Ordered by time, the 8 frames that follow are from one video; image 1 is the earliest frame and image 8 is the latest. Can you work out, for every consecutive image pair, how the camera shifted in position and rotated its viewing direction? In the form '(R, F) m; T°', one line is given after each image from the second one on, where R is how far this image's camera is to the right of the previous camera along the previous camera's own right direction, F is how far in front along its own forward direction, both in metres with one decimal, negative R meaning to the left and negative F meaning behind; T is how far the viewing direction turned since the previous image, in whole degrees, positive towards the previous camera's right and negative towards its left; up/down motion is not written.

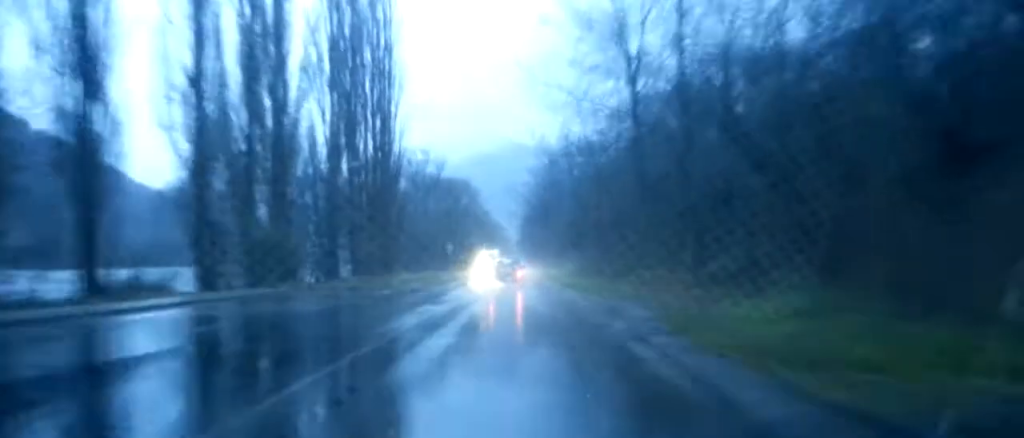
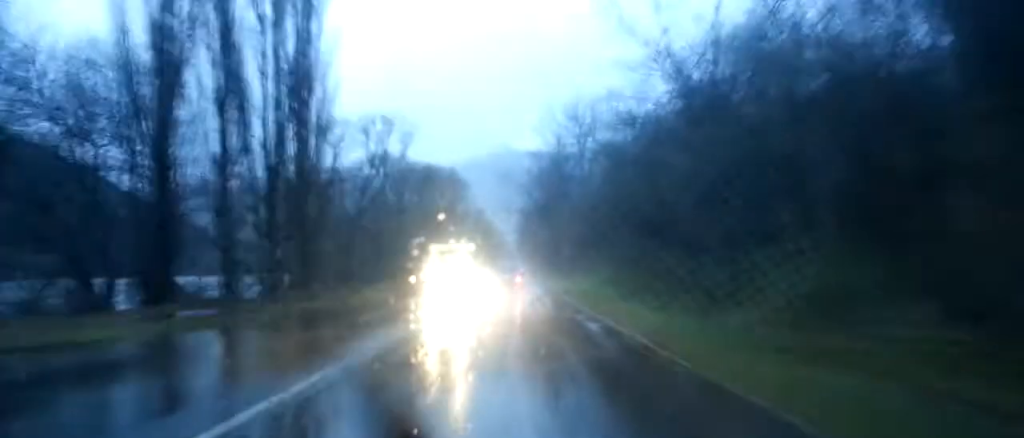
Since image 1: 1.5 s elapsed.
(-0.8, +27.7) m; -2°
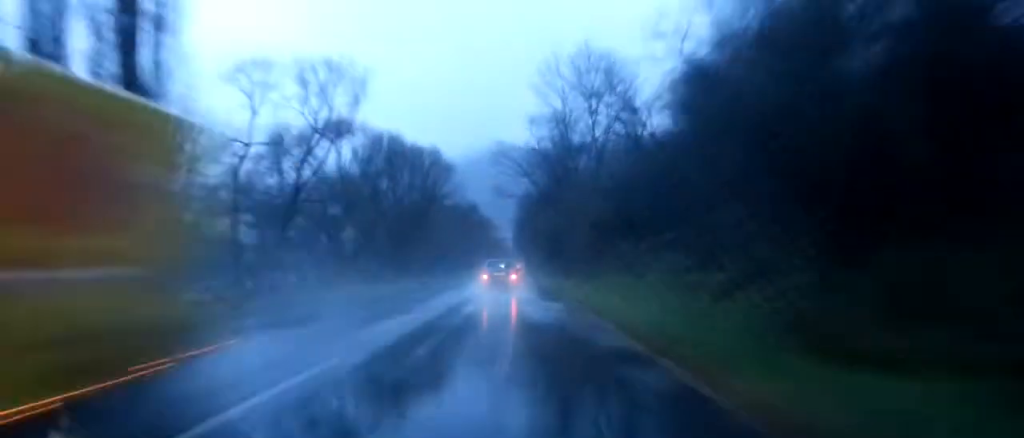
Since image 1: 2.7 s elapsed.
(0.0, +20.5) m; 0°
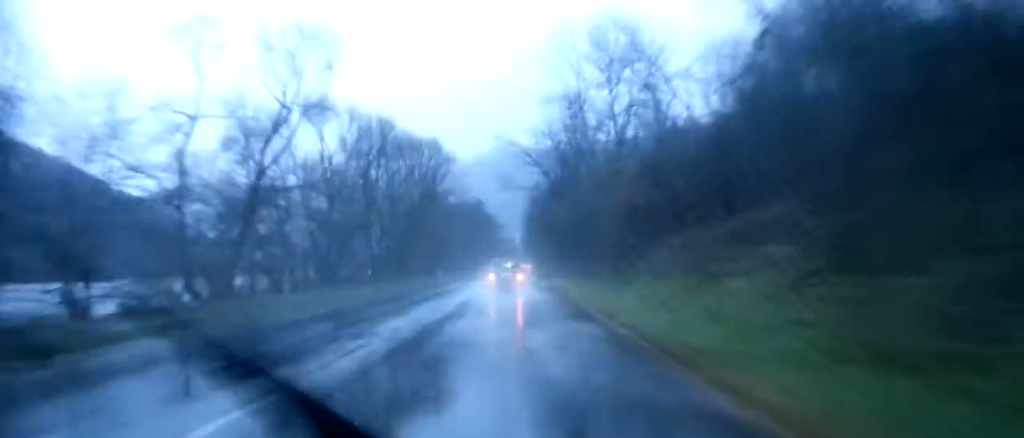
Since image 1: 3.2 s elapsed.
(0.0, +9.5) m; 0°
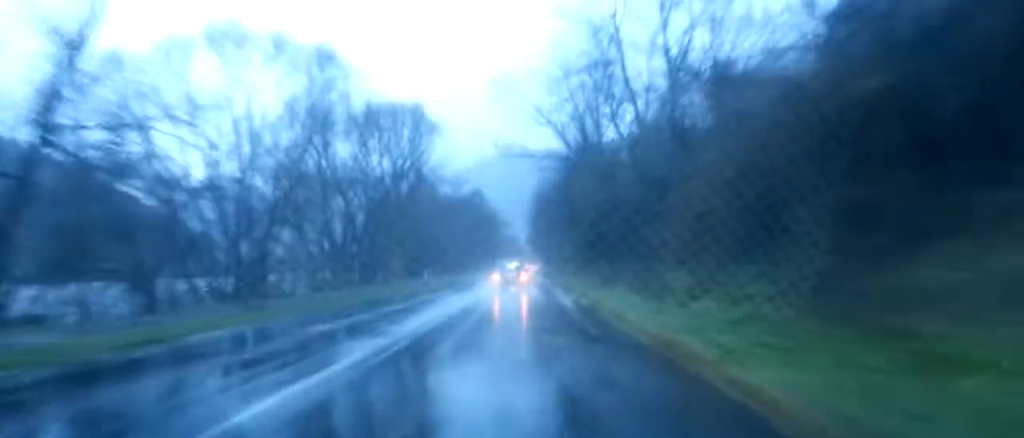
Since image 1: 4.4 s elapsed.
(0.0, +21.0) m; -1°
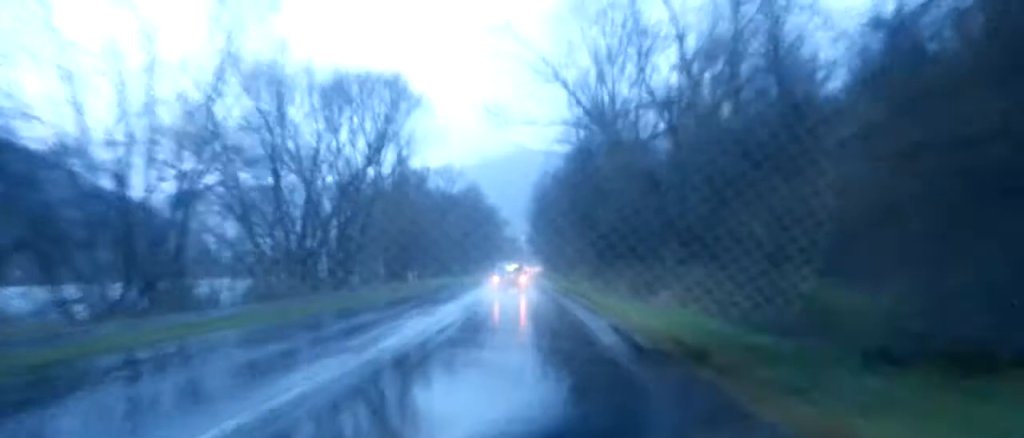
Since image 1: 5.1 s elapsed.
(-0.2, +13.0) m; -1°
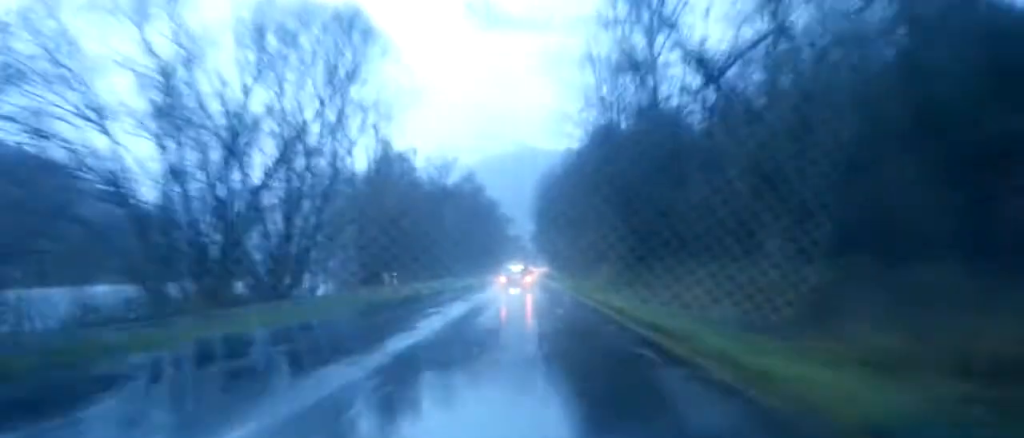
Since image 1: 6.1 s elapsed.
(-0.2, +16.8) m; 0°
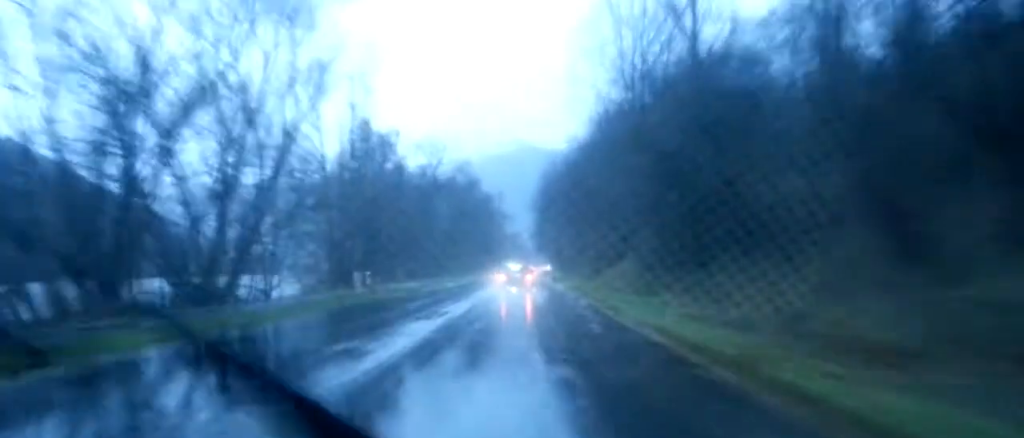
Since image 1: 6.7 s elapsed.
(0.0, +10.9) m; +1°
